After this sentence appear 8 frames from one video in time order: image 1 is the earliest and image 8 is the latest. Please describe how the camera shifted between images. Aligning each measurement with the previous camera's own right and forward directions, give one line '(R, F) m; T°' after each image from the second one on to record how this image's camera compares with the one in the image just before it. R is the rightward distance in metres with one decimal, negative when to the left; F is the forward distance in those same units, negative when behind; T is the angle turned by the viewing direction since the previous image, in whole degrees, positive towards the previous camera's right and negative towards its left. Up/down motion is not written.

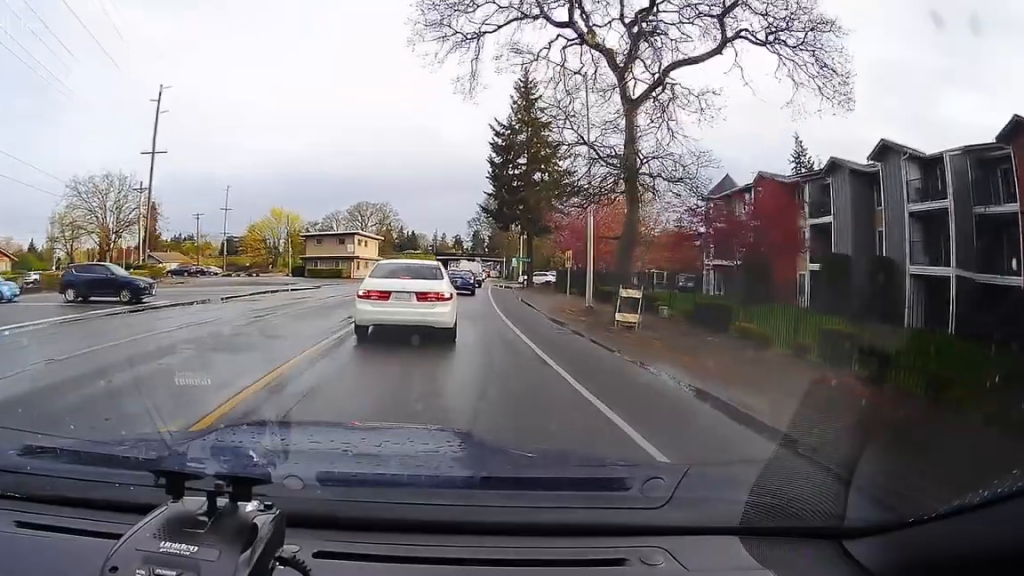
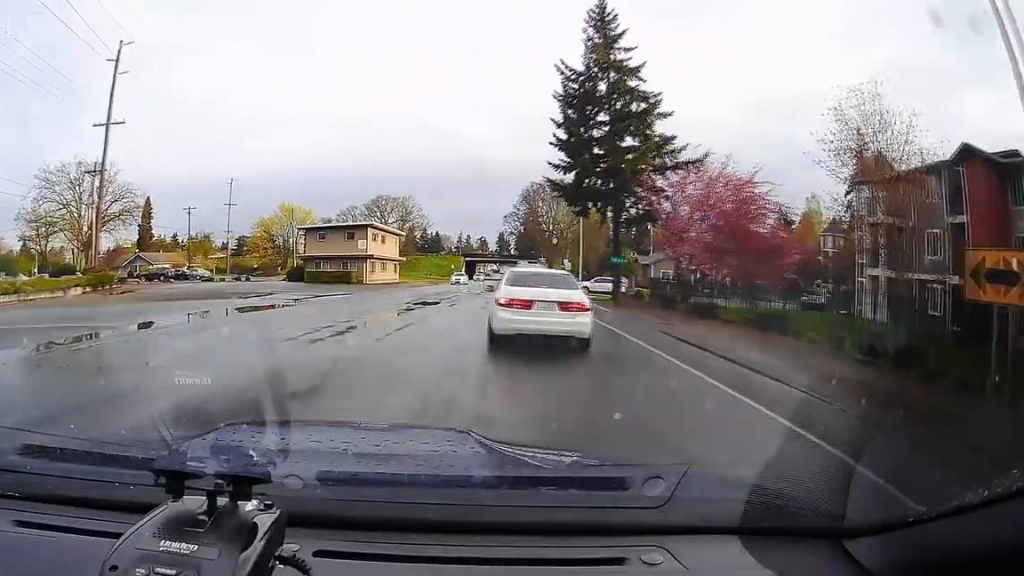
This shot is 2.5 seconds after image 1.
(+1.0, +17.9) m; +1°
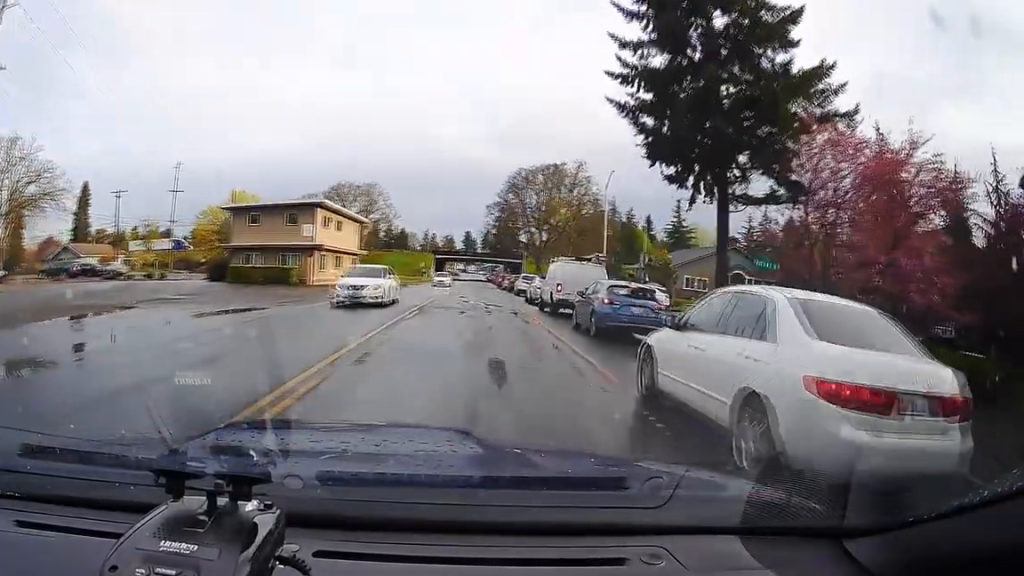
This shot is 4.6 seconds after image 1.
(+0.4, +17.2) m; +9°
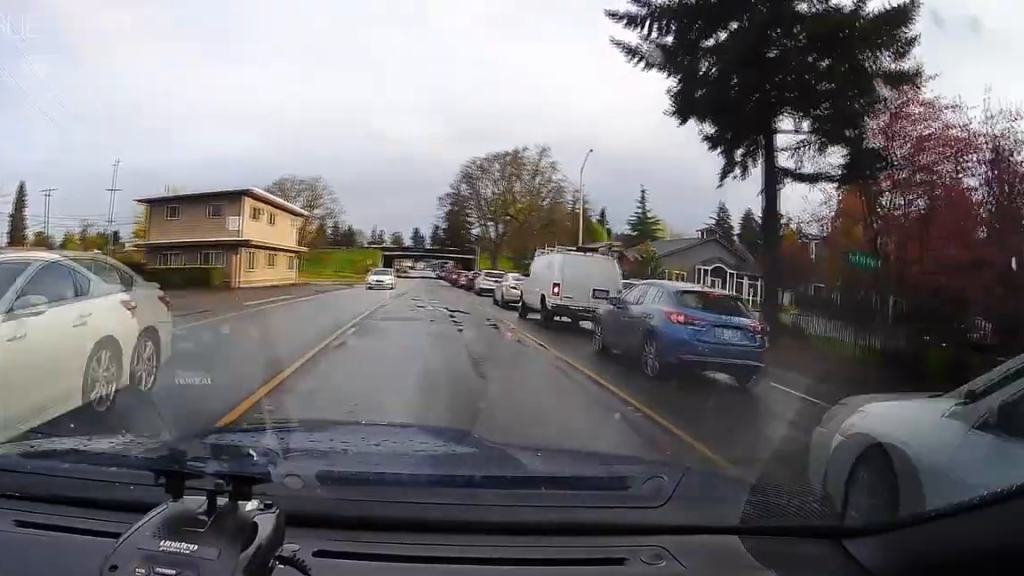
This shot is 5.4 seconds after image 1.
(+0.5, +6.9) m; -2°
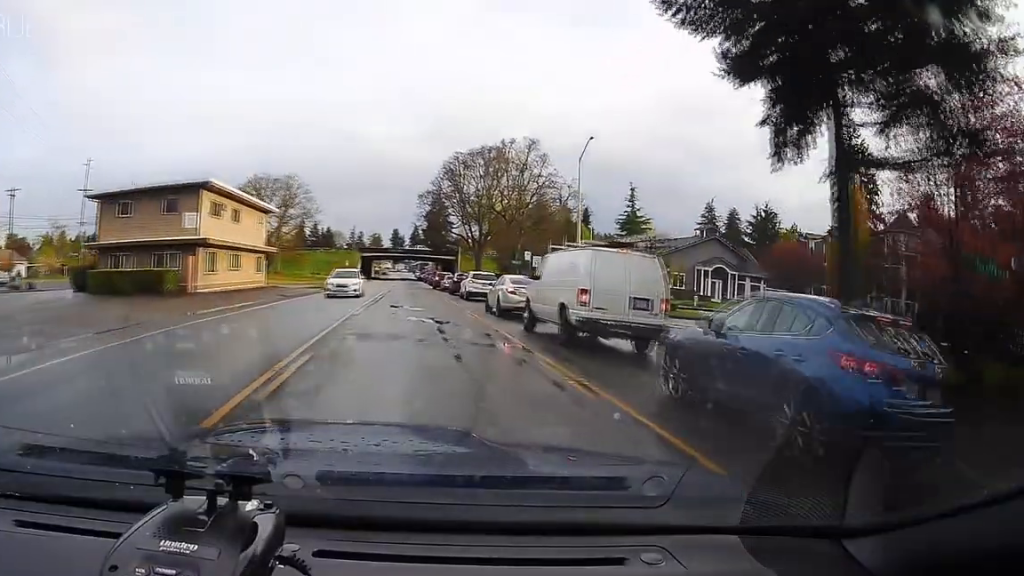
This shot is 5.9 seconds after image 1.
(-0.3, +3.9) m; +1°
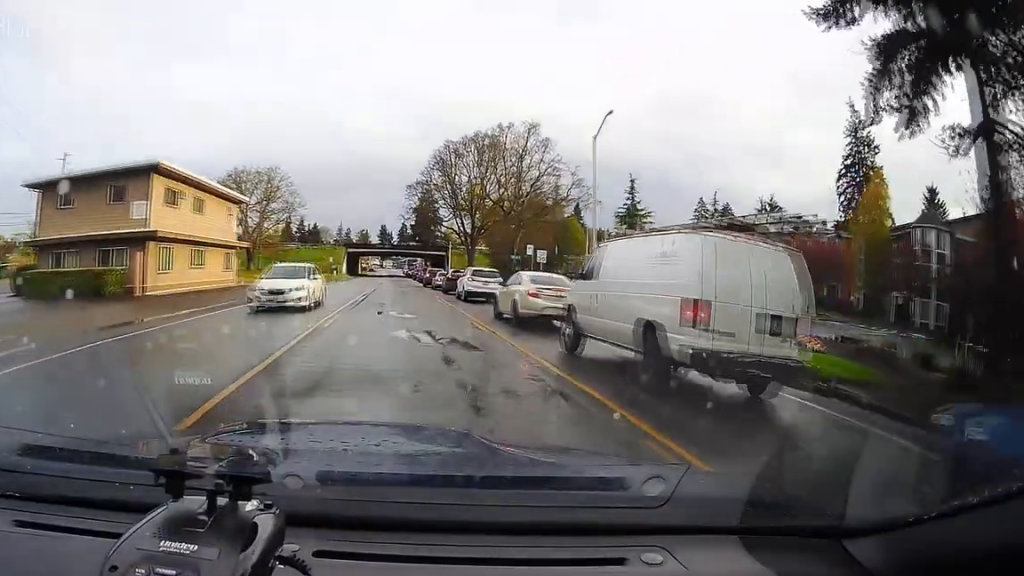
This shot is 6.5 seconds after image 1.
(-0.6, +4.8) m; +1°
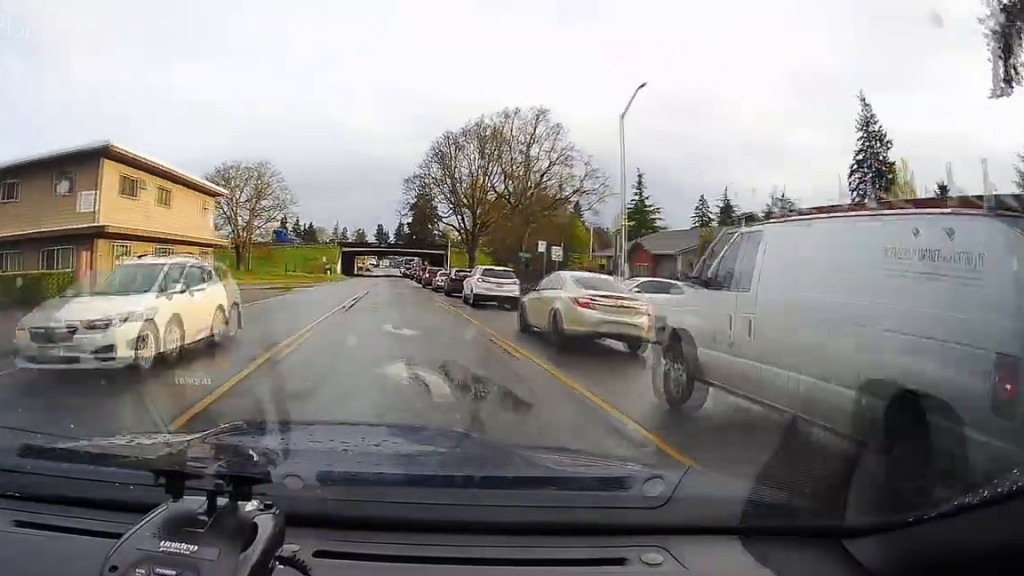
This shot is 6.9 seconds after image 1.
(+0.4, +3.5) m; +2°
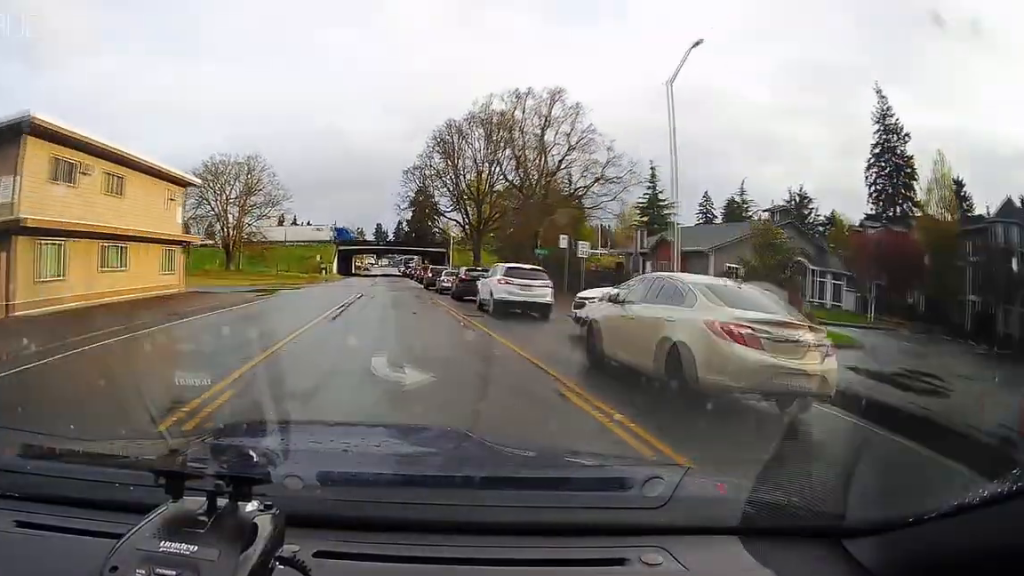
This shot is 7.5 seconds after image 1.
(+0.5, +4.0) m; +2°
